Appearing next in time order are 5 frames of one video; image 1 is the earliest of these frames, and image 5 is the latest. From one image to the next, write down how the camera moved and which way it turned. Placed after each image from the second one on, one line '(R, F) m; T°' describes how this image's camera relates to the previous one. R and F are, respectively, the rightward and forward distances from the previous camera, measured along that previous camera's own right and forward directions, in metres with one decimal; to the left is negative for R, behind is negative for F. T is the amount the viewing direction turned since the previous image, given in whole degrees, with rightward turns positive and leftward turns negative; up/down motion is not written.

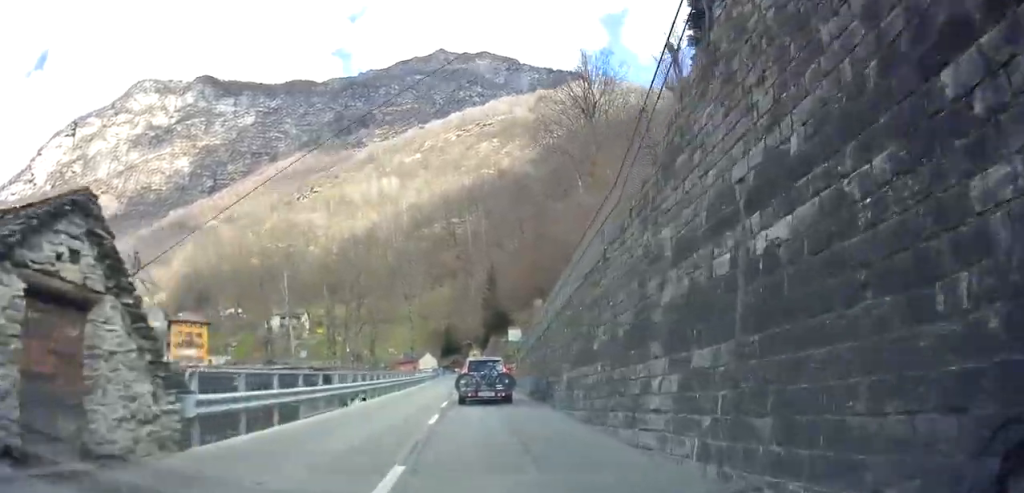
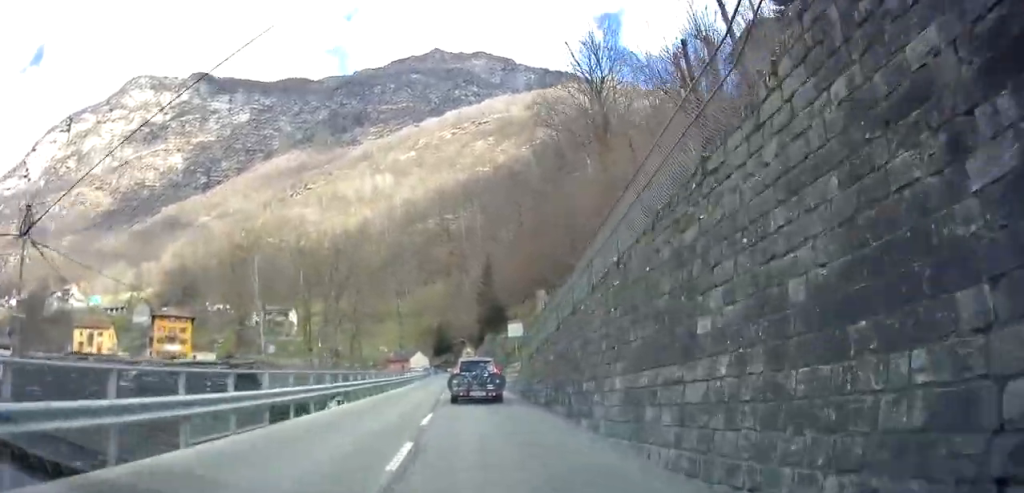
(+0.1, +5.2) m; +2°
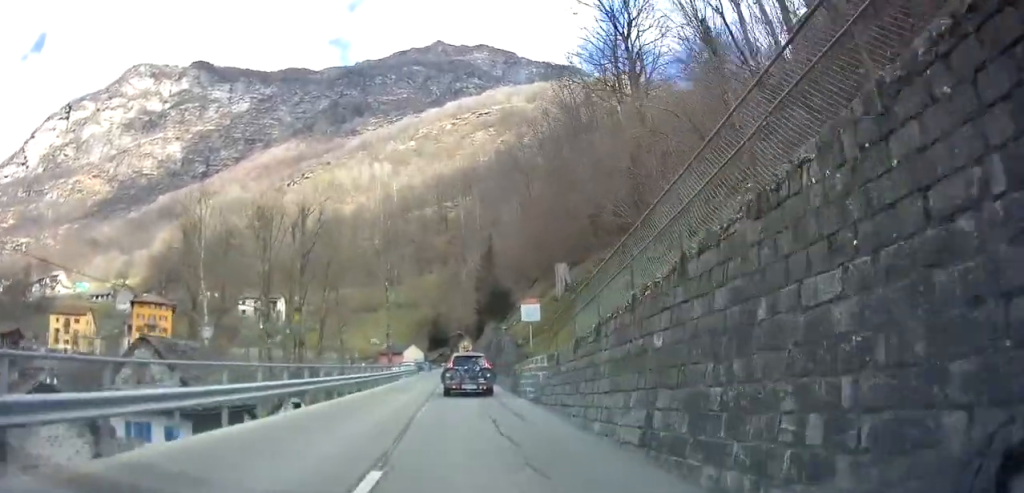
(+0.2, +8.9) m; 0°
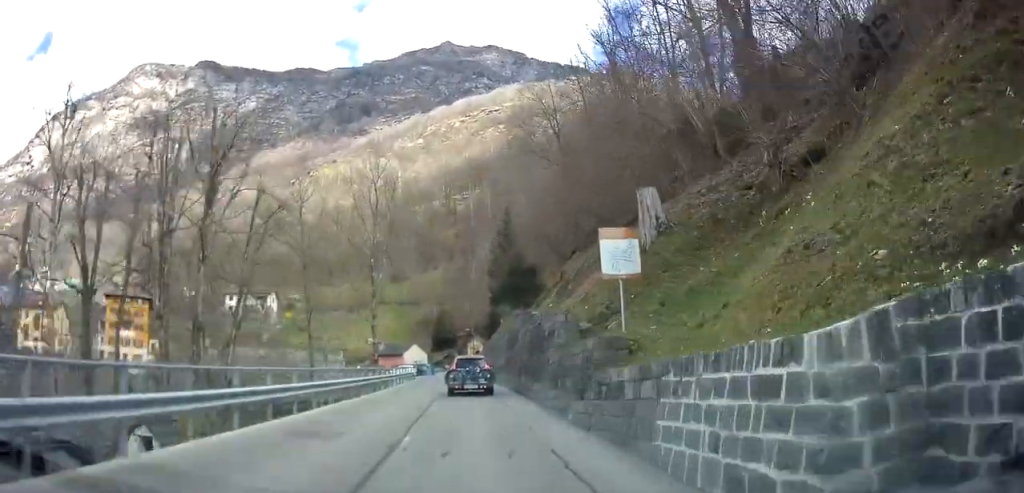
(-0.3, +15.4) m; -2°
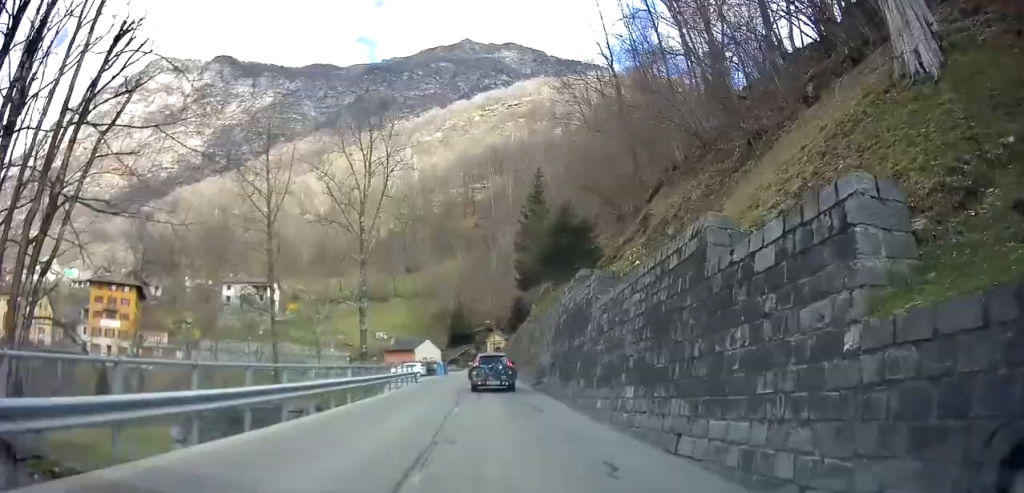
(-0.2, +13.0) m; -1°
